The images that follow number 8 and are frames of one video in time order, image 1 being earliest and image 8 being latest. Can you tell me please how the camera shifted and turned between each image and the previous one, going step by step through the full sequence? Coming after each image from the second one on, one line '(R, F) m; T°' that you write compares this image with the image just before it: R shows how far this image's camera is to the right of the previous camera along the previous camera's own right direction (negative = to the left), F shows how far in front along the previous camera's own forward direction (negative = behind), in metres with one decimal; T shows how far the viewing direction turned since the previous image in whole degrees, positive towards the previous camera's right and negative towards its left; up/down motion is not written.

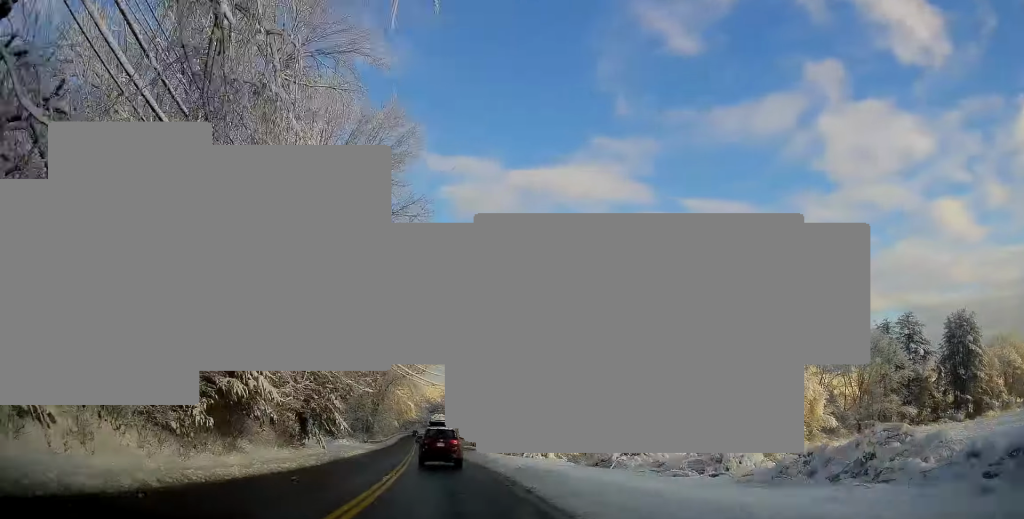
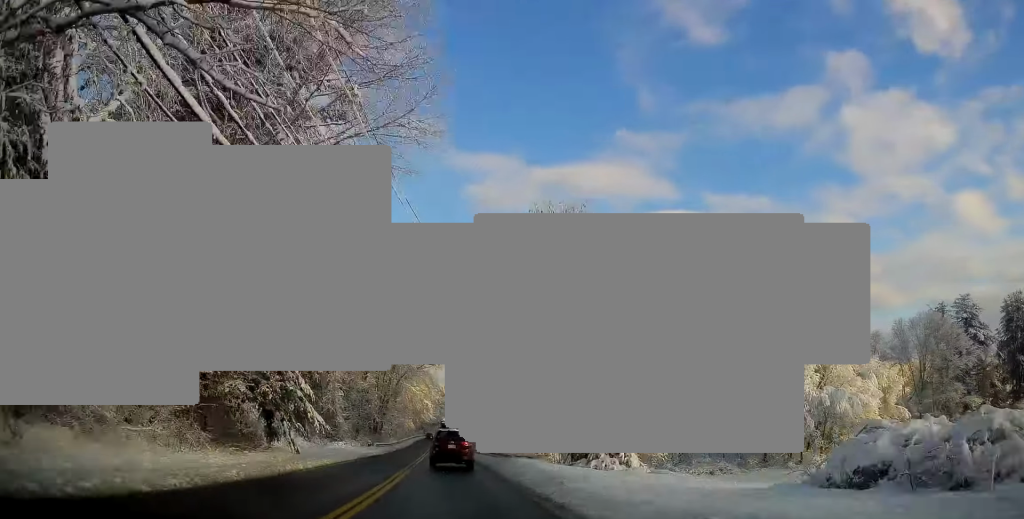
(-0.1, +13.3) m; -2°
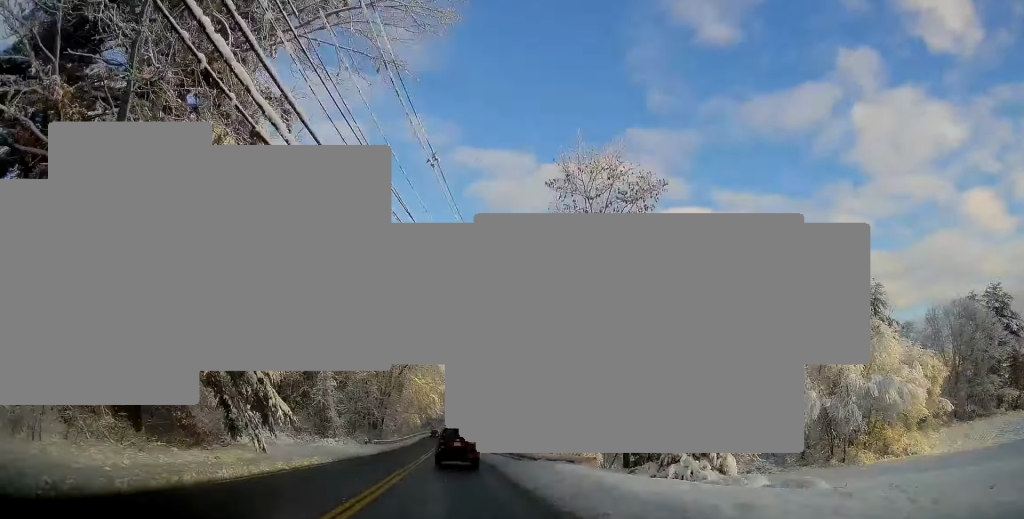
(0.0, +7.7) m; -1°
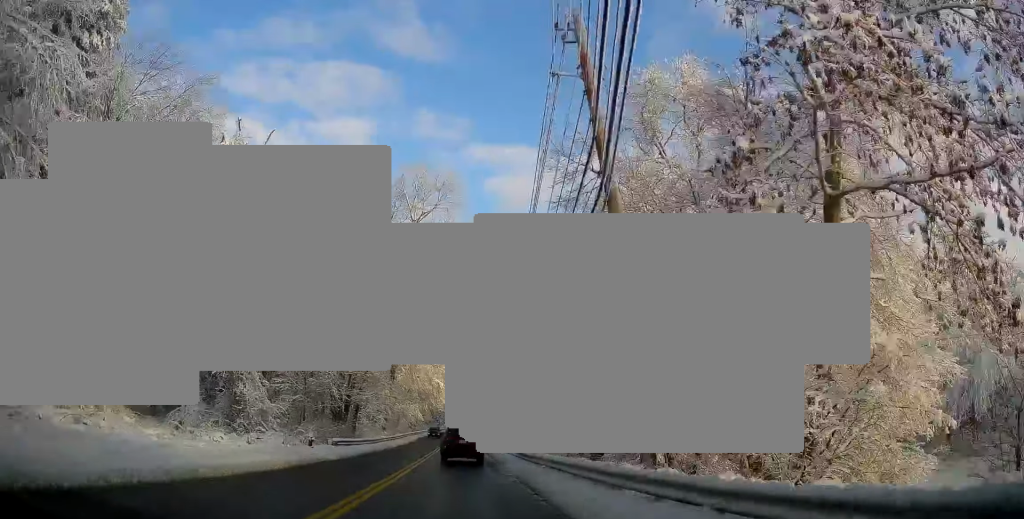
(-0.7, +24.7) m; -2°
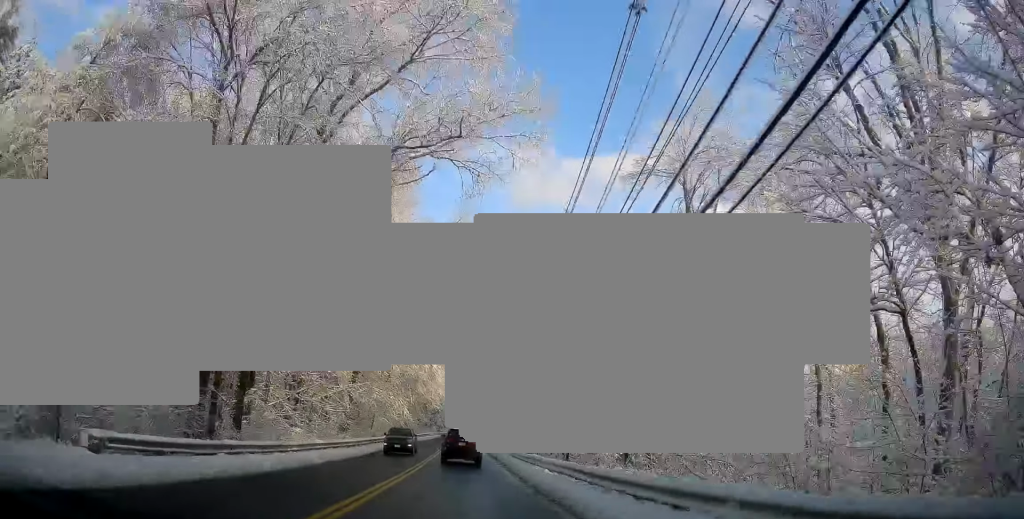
(0.0, +26.3) m; -1°
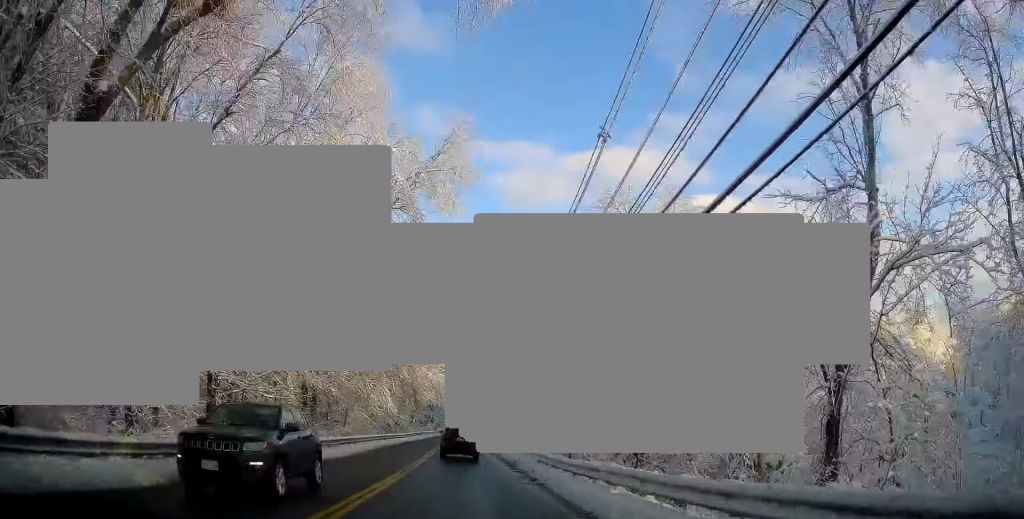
(-0.2, +13.3) m; -1°
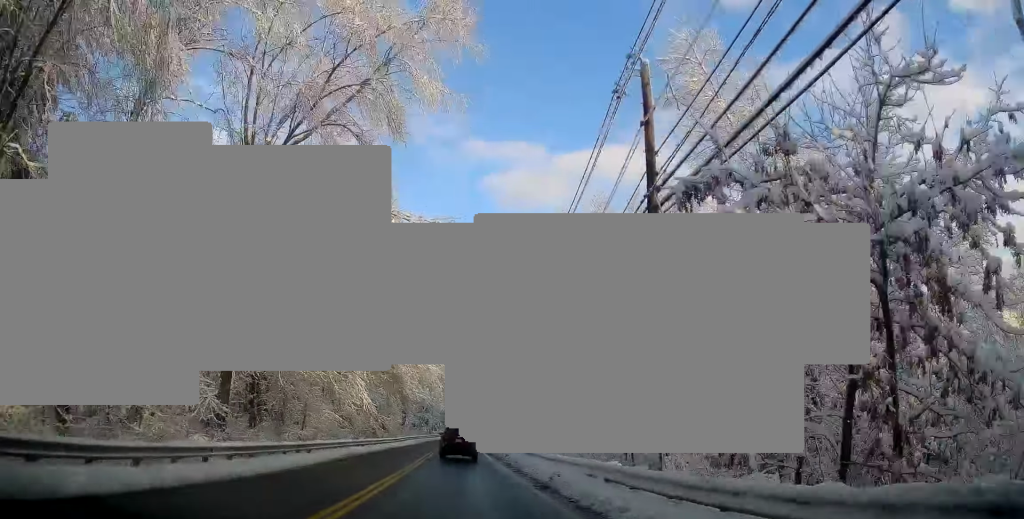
(-0.1, +11.5) m; -1°
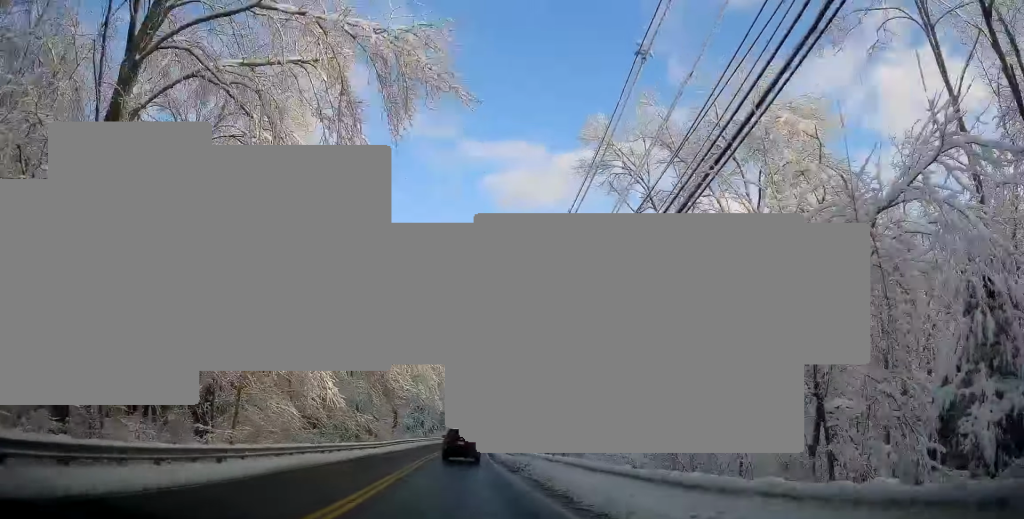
(0.0, +10.3) m; -1°
